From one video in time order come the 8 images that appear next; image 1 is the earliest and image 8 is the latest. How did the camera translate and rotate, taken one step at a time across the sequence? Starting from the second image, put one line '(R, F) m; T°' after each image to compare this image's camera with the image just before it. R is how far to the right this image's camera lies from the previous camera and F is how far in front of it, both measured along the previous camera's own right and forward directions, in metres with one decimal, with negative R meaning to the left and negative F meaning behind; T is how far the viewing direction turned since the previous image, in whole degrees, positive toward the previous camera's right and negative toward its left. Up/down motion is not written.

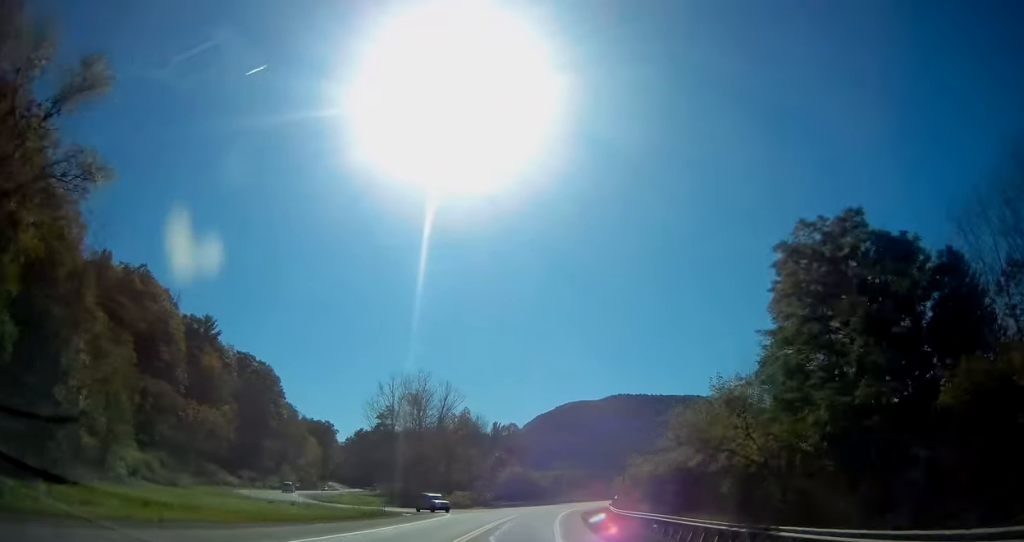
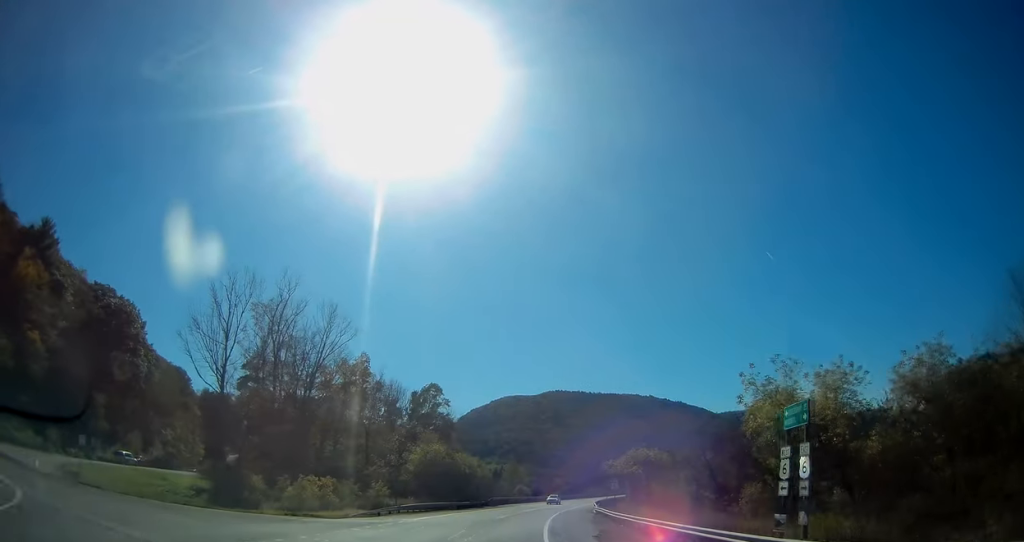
(+2.1, +45.1) m; +5°
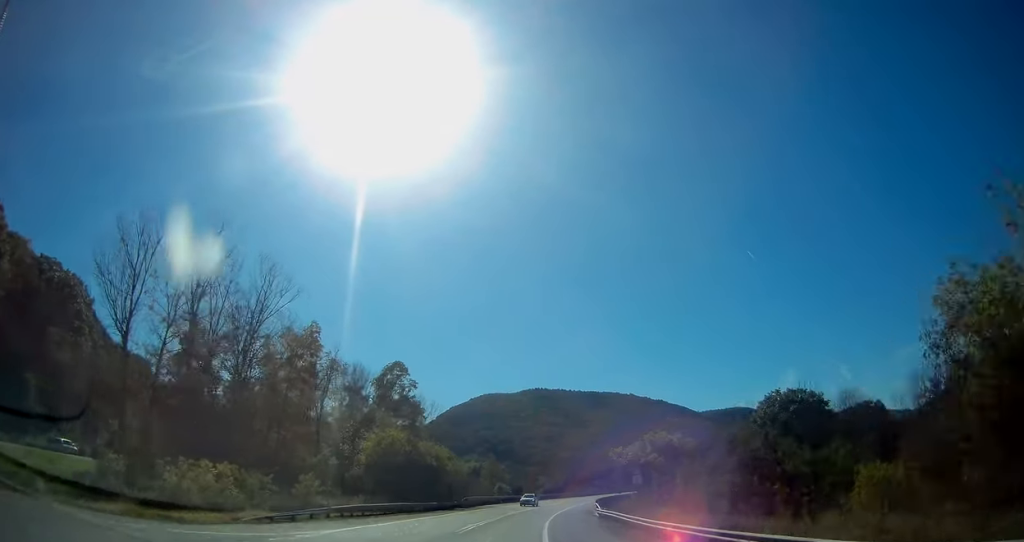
(-0.2, +14.9) m; +2°
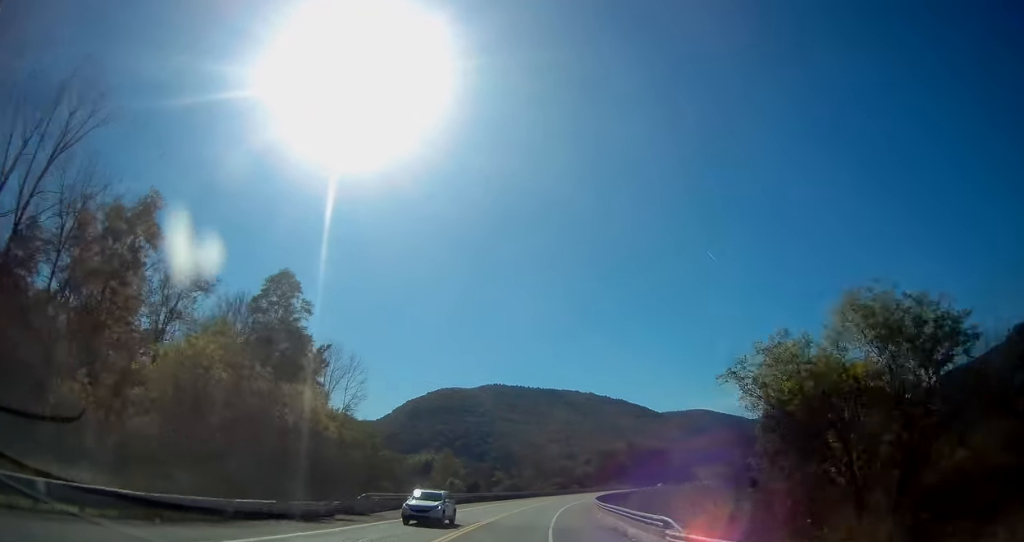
(+1.9, +31.4) m; +5°
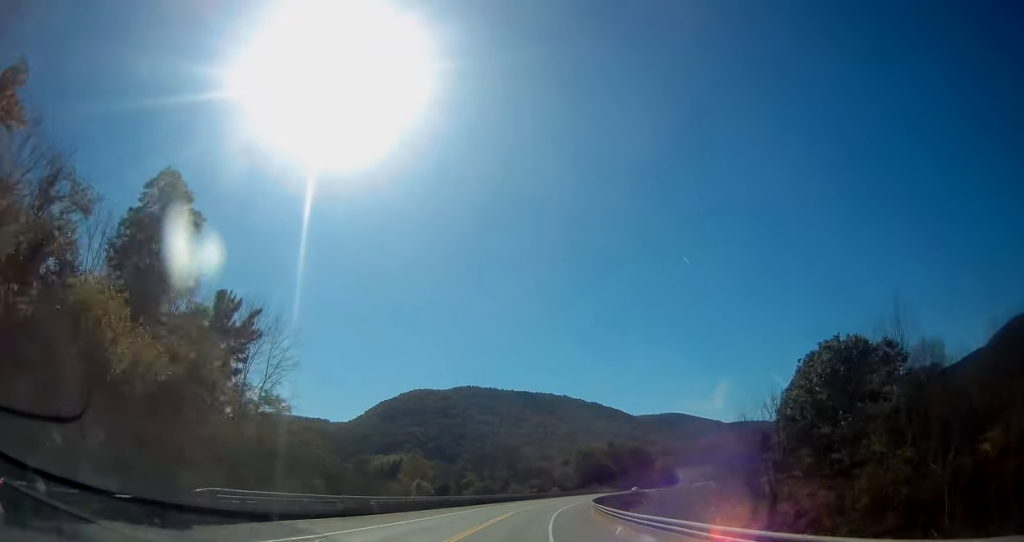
(+0.1, +17.4) m; +2°
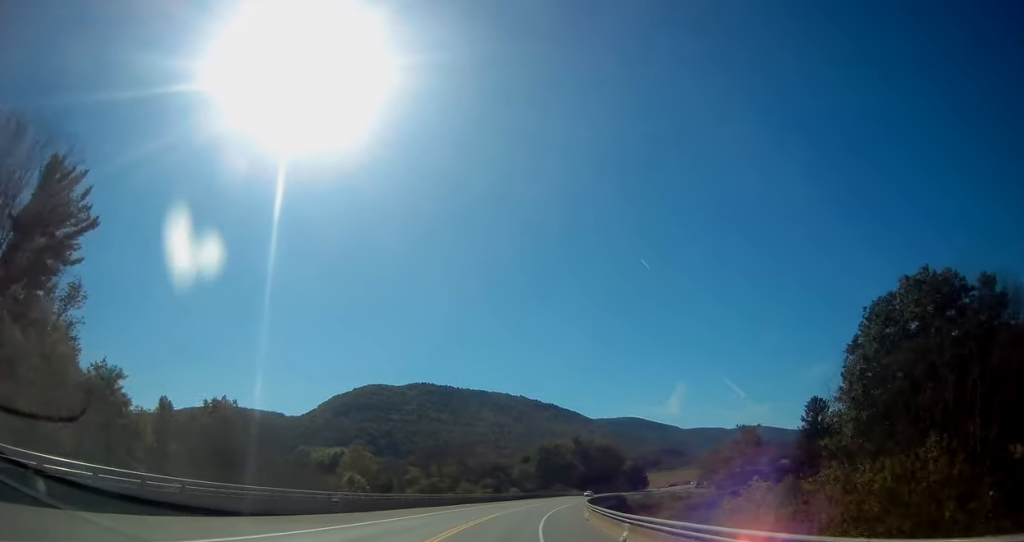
(+0.8, +30.5) m; +4°
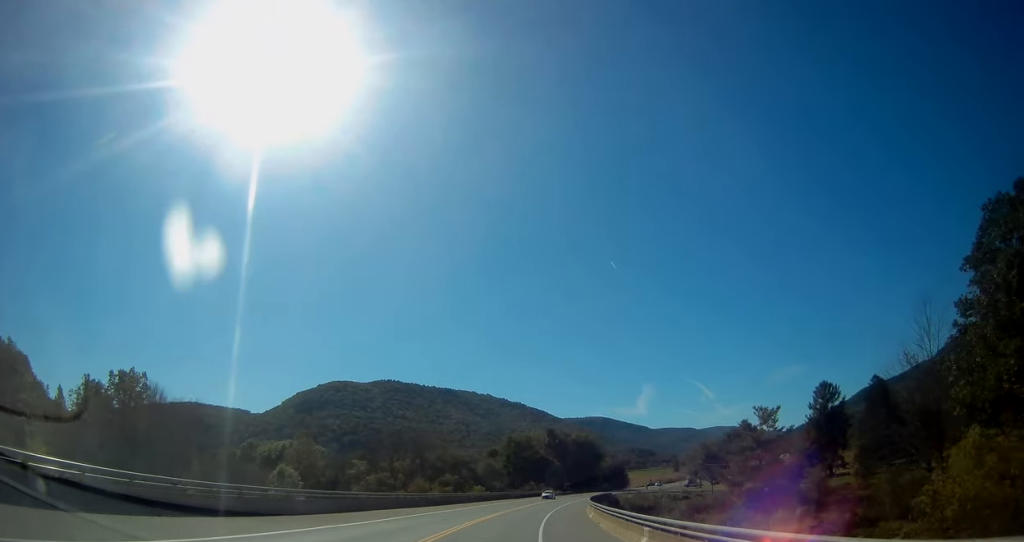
(+1.2, +28.0) m; +4°
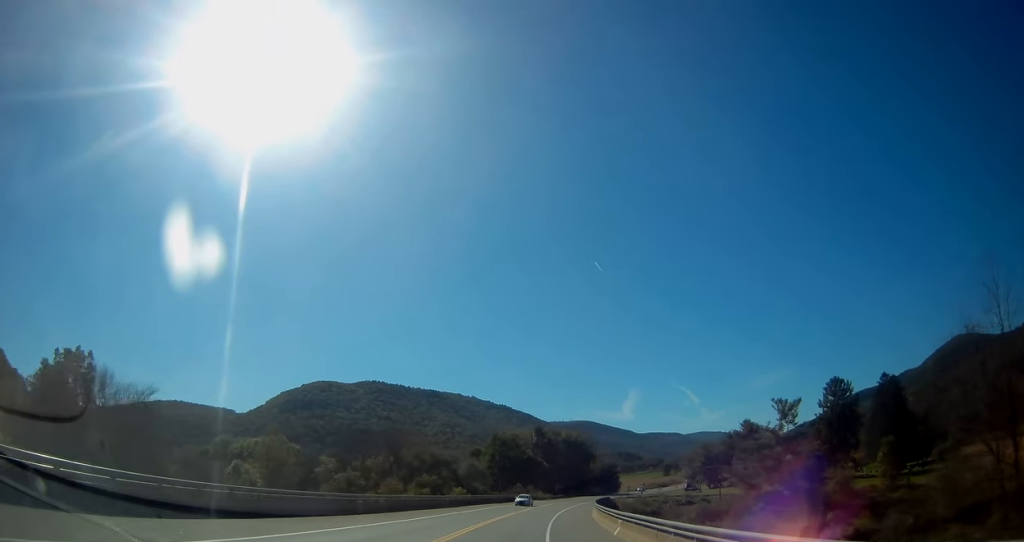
(+0.2, +14.7) m; +2°
